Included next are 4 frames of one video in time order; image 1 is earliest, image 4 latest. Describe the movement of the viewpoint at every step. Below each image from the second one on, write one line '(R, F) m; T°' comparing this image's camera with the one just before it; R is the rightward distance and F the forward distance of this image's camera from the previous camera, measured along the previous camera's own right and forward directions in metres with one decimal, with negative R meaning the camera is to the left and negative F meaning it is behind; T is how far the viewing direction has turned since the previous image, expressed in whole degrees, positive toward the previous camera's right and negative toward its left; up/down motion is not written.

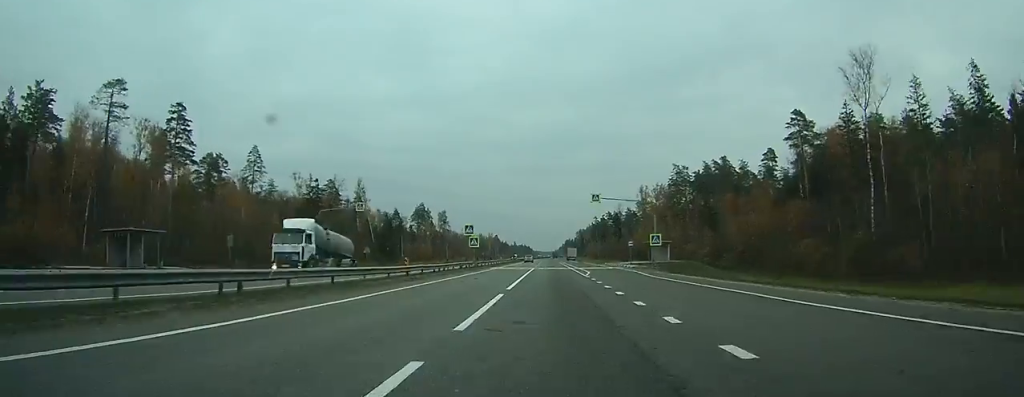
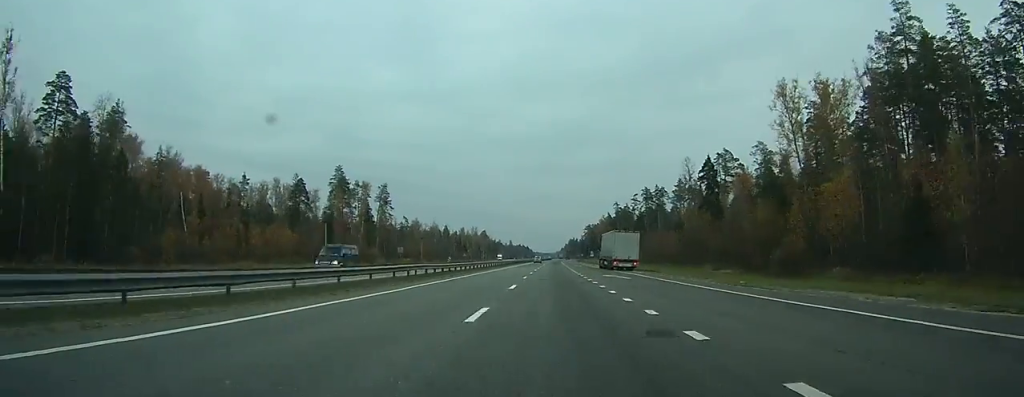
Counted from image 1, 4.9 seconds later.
(+0.1, +135.0) m; 0°
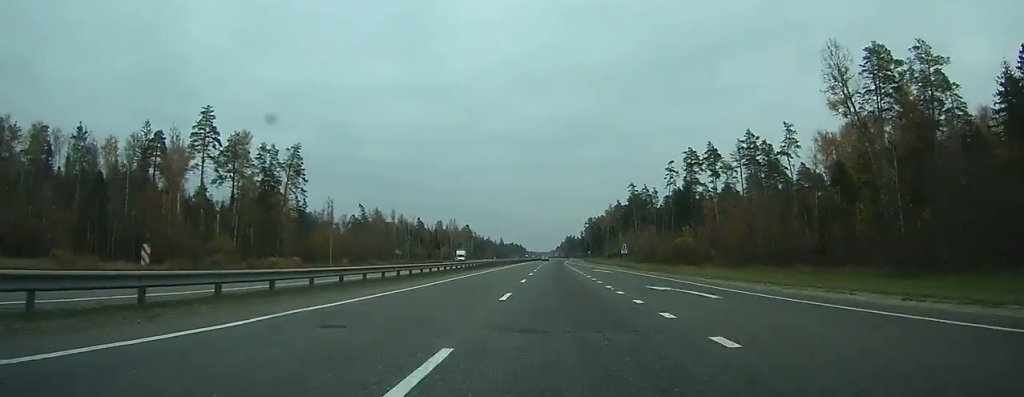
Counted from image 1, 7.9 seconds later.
(+0.1, +75.9) m; 0°
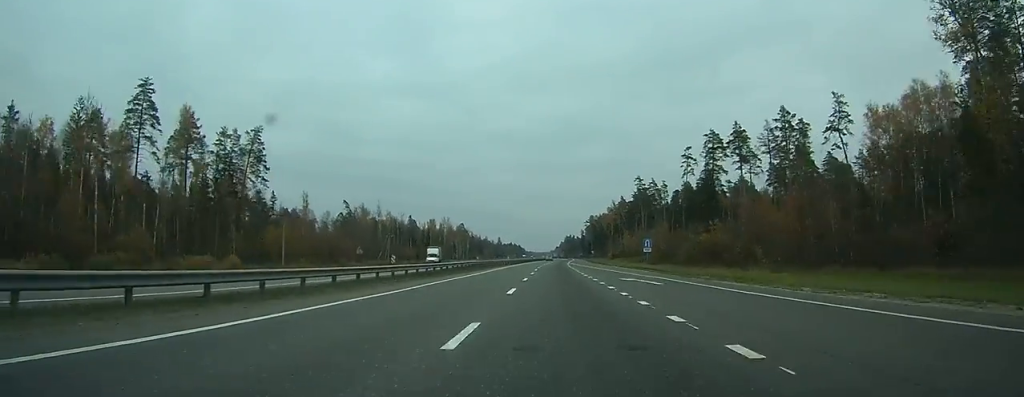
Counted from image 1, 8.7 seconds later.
(+0.1, +21.5) m; 0°
